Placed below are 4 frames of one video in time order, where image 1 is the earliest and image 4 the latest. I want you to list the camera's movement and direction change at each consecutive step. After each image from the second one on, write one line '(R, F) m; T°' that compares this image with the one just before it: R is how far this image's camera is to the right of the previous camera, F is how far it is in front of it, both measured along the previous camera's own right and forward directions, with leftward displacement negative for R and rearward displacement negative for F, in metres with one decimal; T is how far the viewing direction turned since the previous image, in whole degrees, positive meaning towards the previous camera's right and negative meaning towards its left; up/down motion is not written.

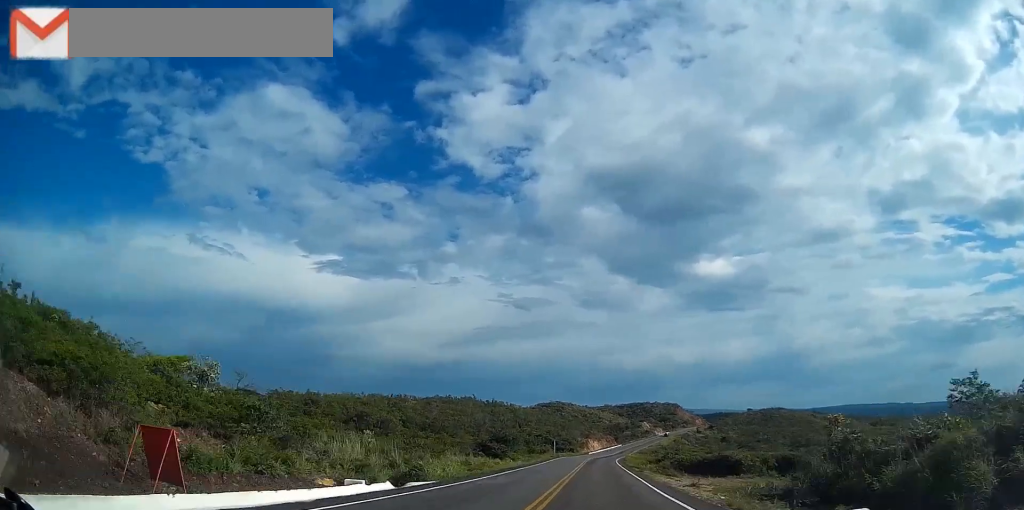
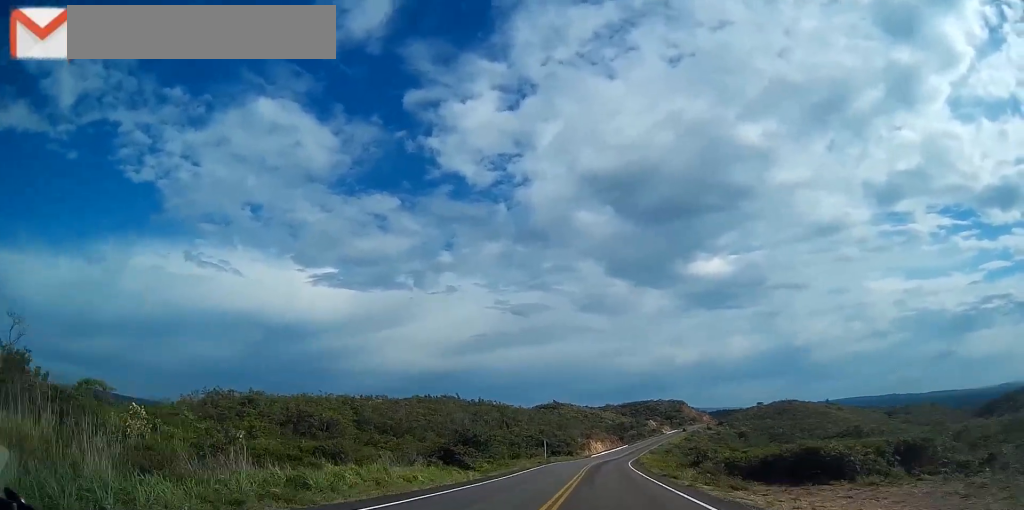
(-0.2, +22.6) m; -1°
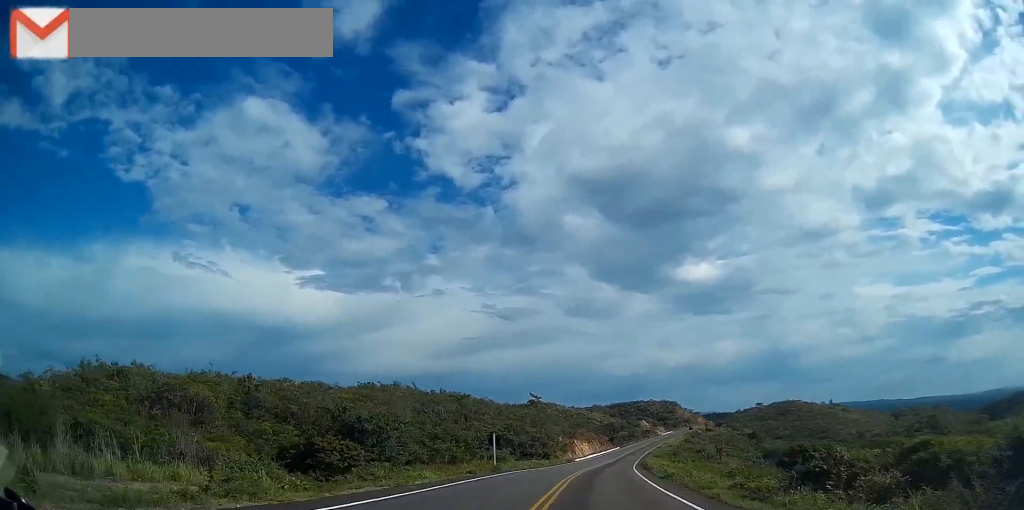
(-0.2, +25.1) m; 0°
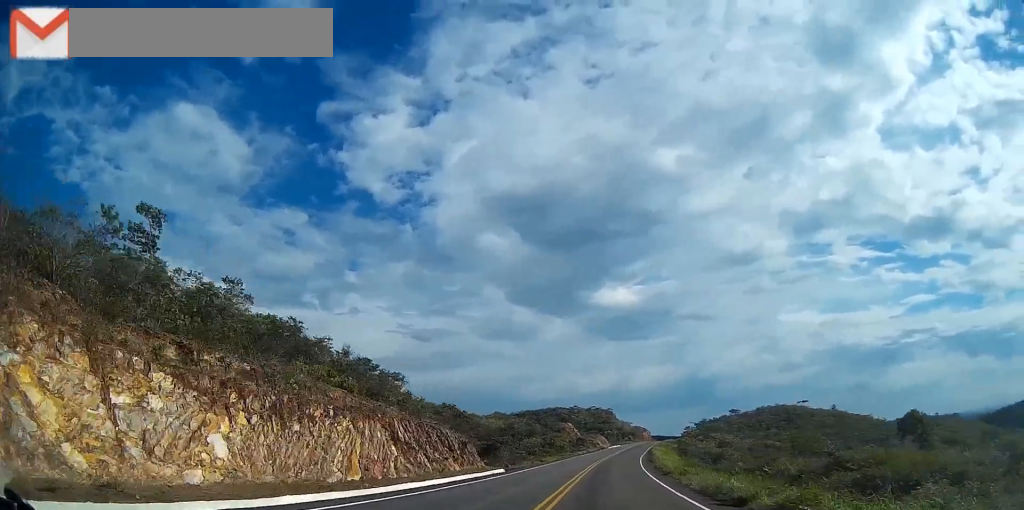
(+5.1, +104.7) m; +7°
